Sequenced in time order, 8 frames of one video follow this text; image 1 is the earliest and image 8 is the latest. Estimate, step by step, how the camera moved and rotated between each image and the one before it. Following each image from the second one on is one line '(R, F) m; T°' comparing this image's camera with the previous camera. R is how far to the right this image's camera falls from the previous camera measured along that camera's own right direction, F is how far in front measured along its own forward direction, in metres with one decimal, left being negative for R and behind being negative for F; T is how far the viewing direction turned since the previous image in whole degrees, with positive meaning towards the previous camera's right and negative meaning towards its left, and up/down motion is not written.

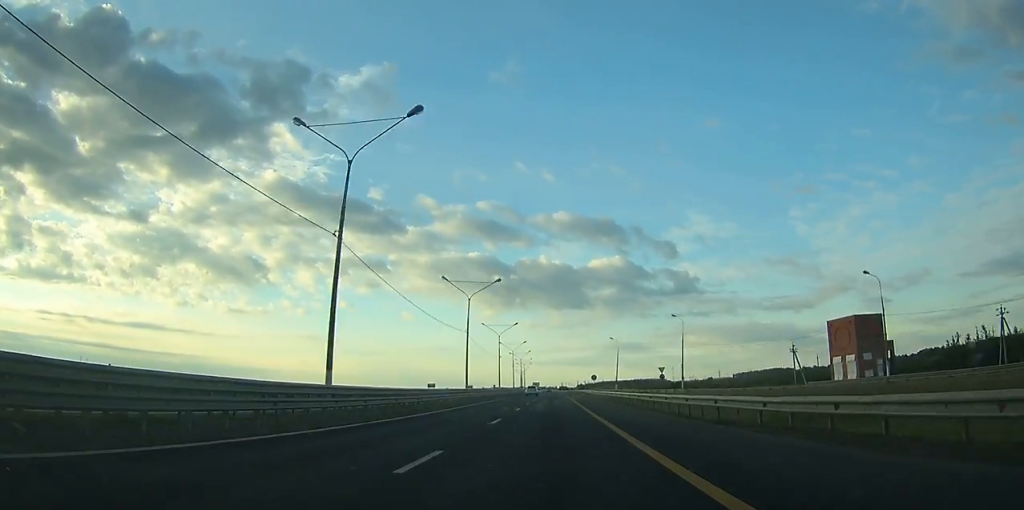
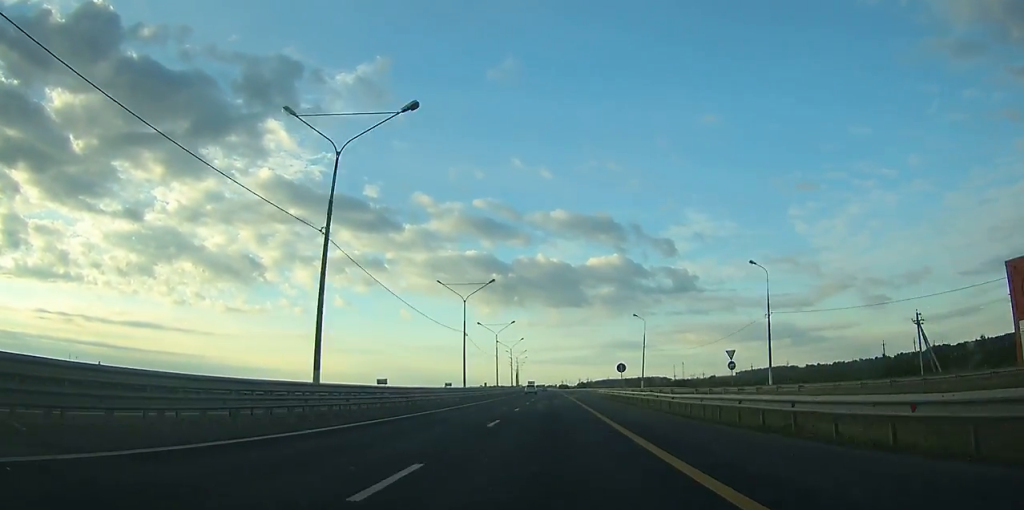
(0.0, +37.3) m; 0°
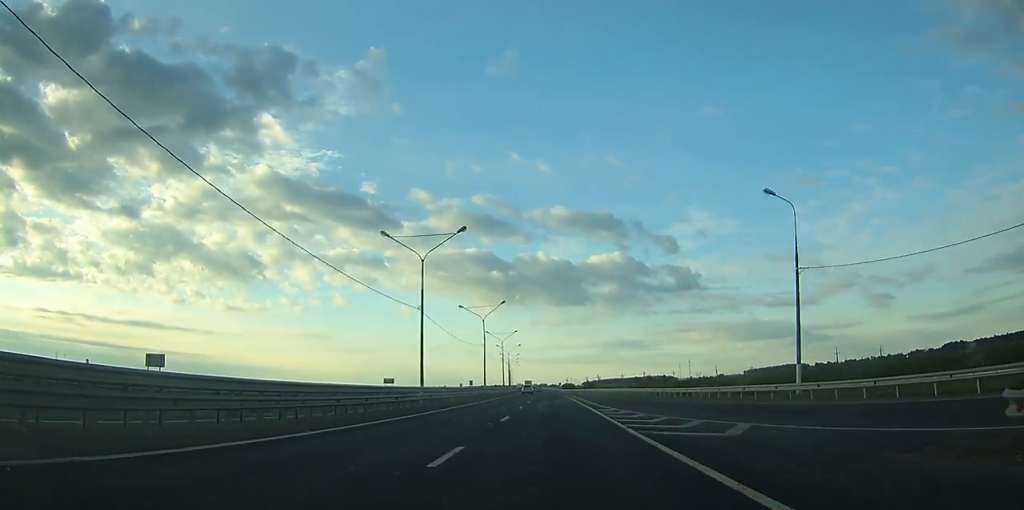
(0.0, +55.4) m; -1°
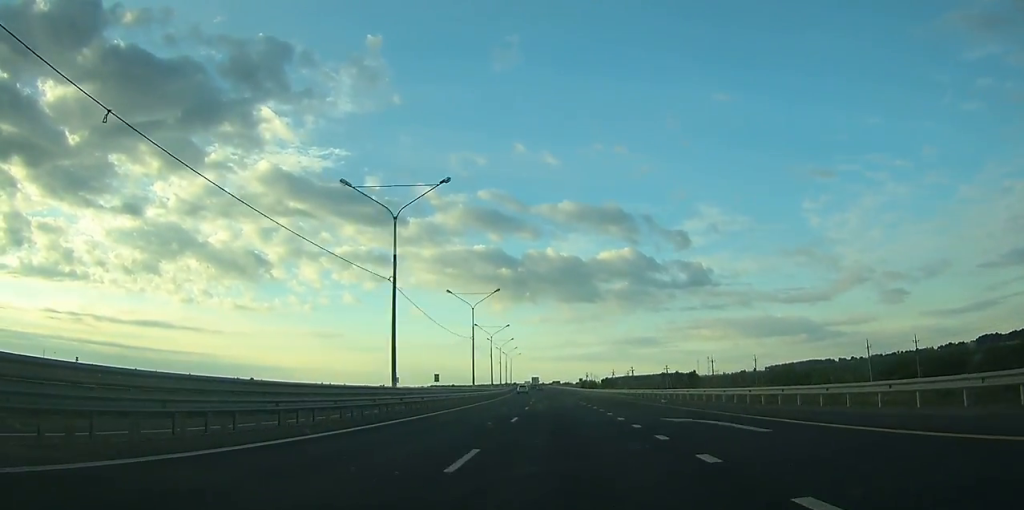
(-1.0, +78.8) m; -1°
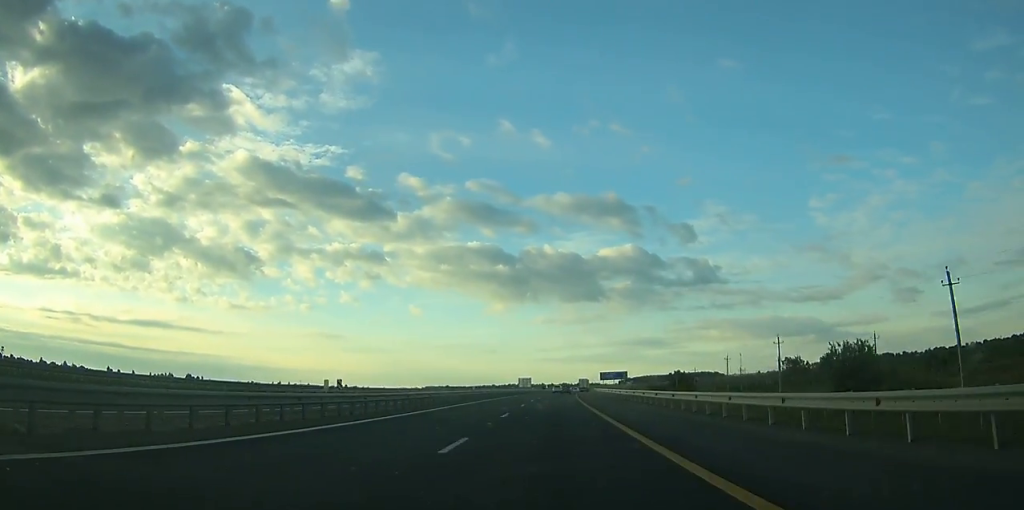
(-3.4, +270.4) m; +1°
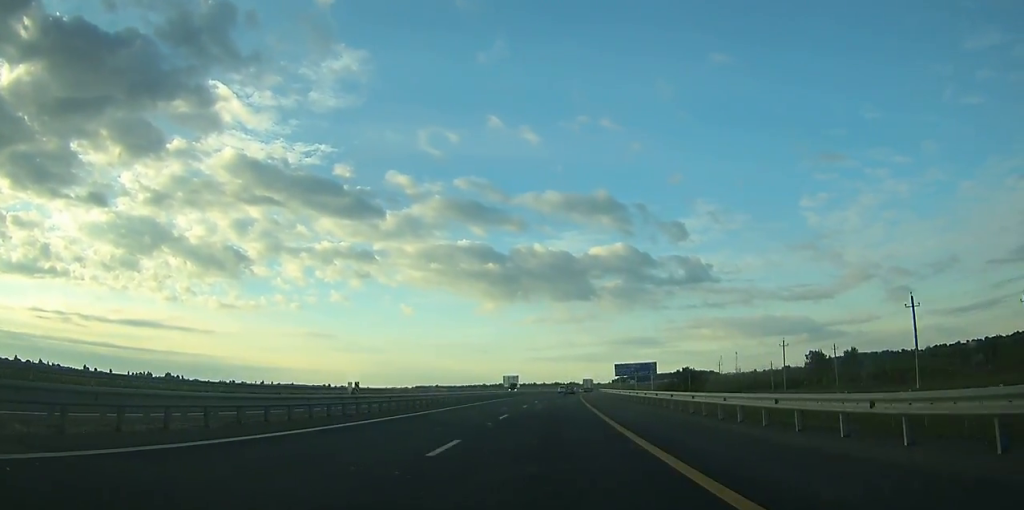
(+0.3, +38.5) m; +1°
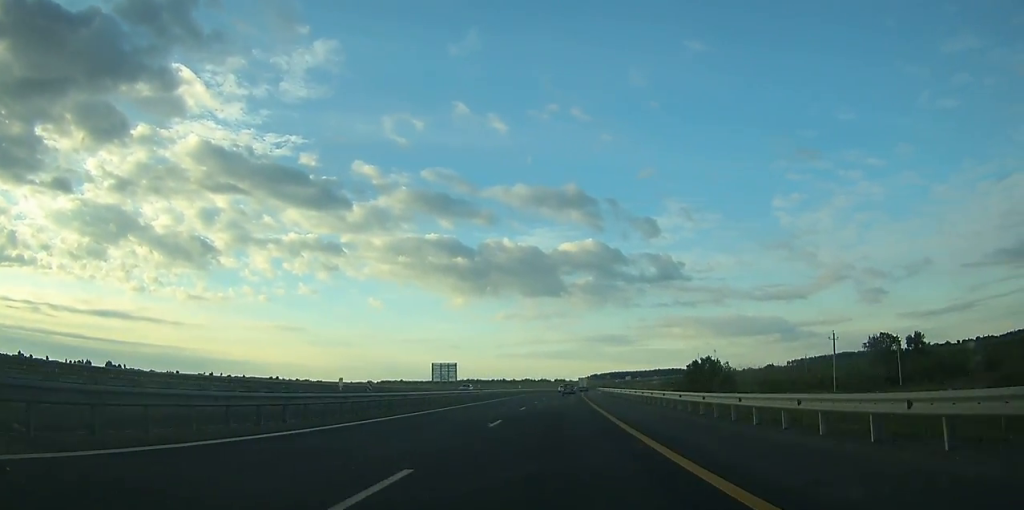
(+1.5, +80.9) m; +2°
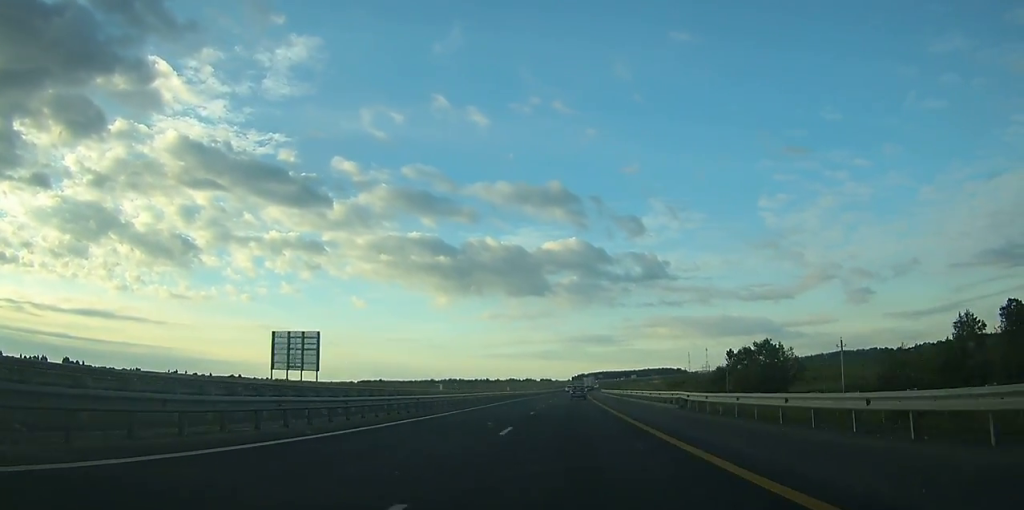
(+0.9, +64.2) m; +2°
